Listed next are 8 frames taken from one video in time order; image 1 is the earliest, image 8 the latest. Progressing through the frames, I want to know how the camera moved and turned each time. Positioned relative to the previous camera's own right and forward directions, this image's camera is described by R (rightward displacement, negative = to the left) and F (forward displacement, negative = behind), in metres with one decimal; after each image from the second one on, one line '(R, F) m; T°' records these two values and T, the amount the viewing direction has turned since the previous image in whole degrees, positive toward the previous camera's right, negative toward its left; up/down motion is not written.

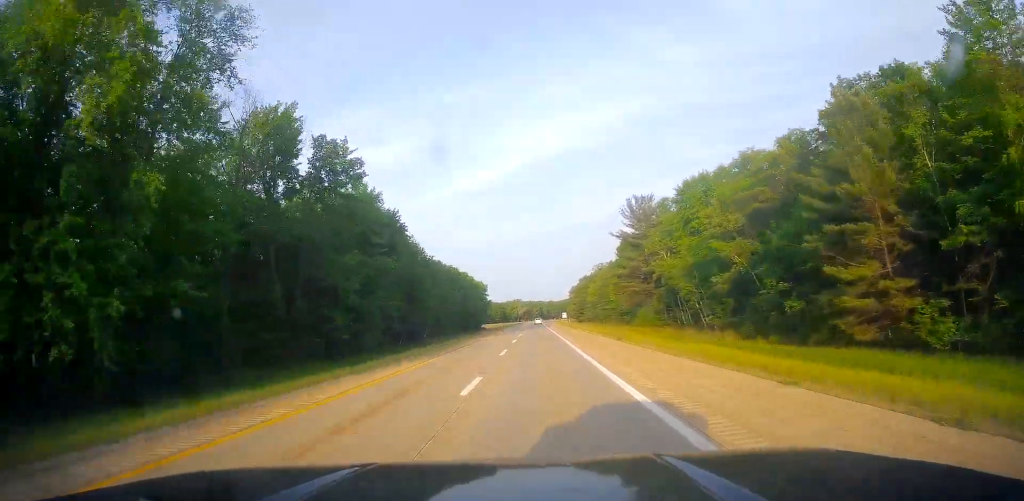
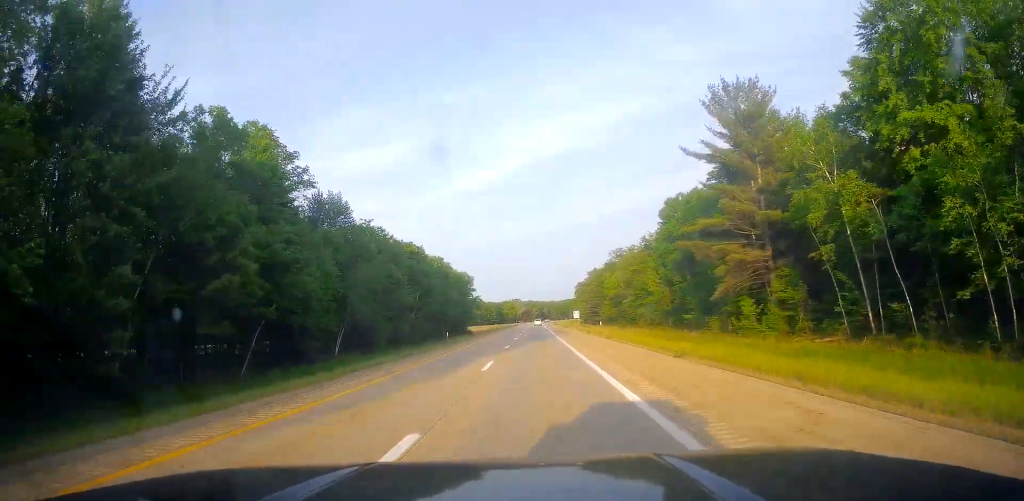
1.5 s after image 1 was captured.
(+0.3, +53.9) m; +1°
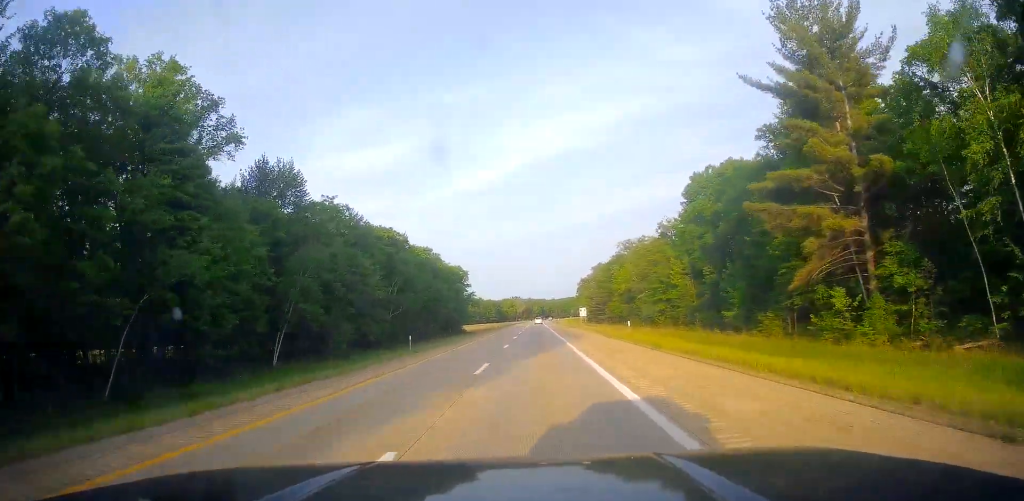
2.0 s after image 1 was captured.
(0.0, +16.8) m; 0°
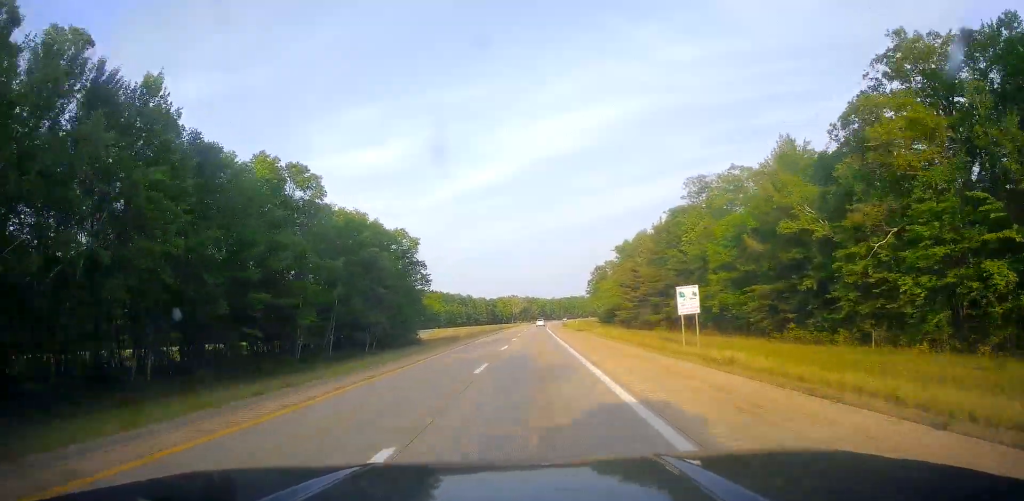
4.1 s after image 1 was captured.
(0.0, +75.6) m; 0°
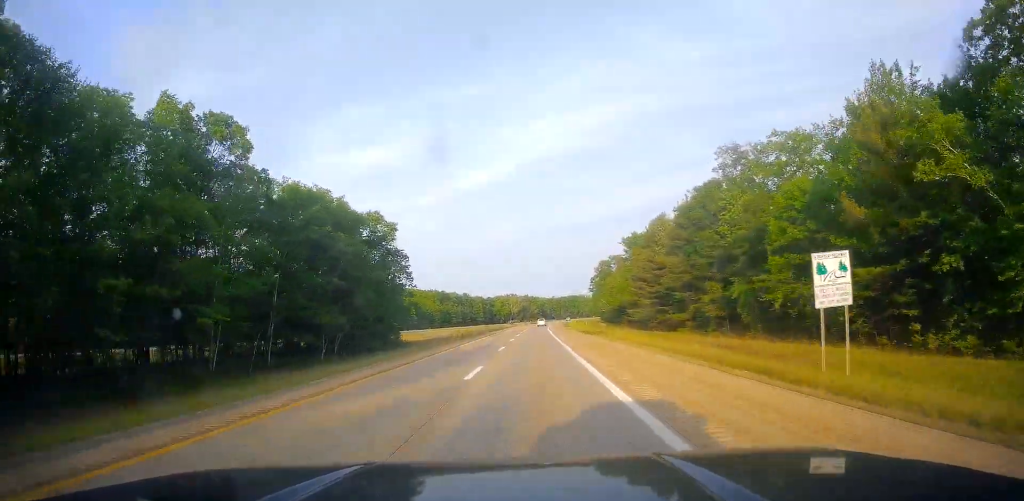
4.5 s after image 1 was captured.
(0.0, +16.8) m; 0°
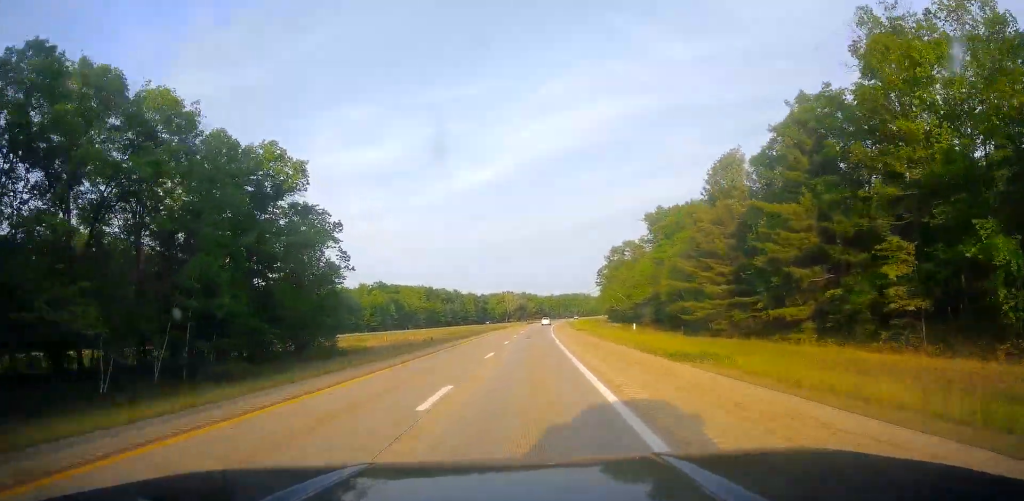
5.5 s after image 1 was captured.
(+0.1, +35.9) m; 0°
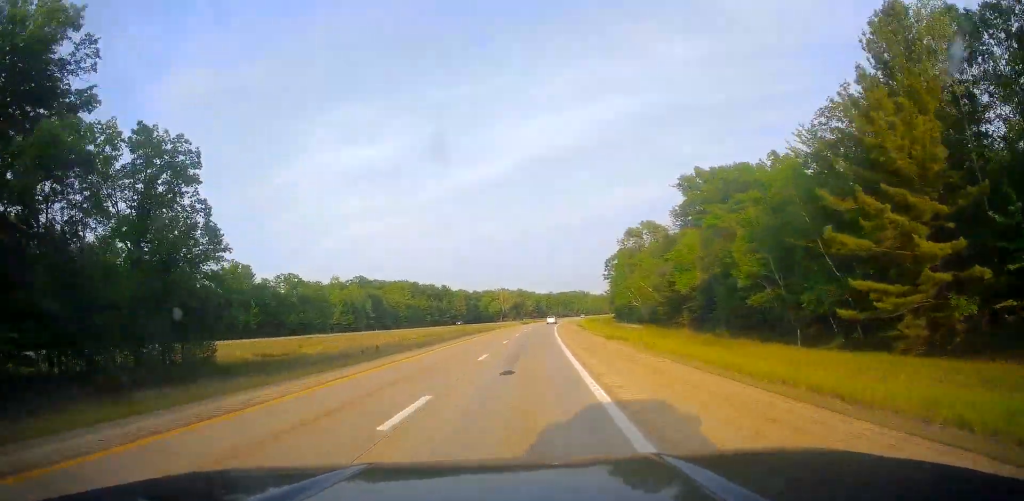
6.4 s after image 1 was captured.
(0.0, +32.3) m; 0°
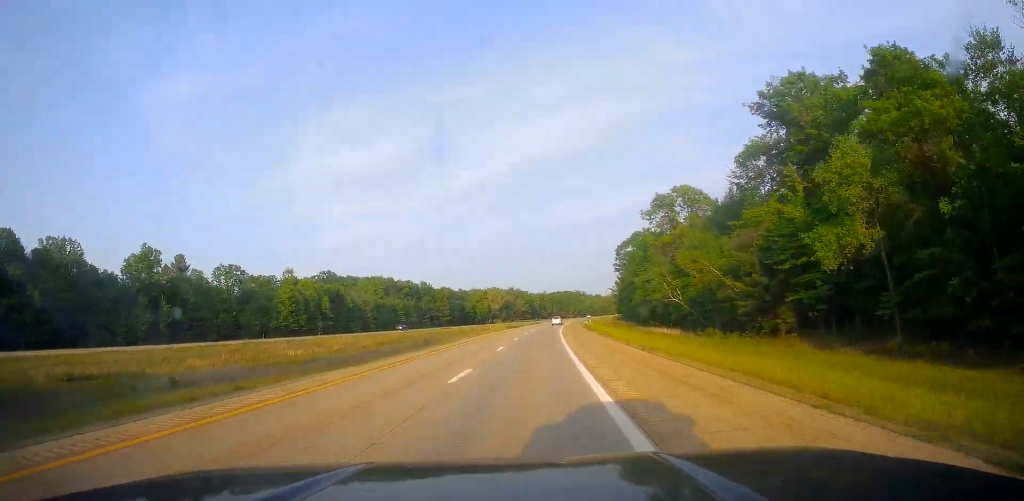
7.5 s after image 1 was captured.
(0.0, +38.4) m; +1°
